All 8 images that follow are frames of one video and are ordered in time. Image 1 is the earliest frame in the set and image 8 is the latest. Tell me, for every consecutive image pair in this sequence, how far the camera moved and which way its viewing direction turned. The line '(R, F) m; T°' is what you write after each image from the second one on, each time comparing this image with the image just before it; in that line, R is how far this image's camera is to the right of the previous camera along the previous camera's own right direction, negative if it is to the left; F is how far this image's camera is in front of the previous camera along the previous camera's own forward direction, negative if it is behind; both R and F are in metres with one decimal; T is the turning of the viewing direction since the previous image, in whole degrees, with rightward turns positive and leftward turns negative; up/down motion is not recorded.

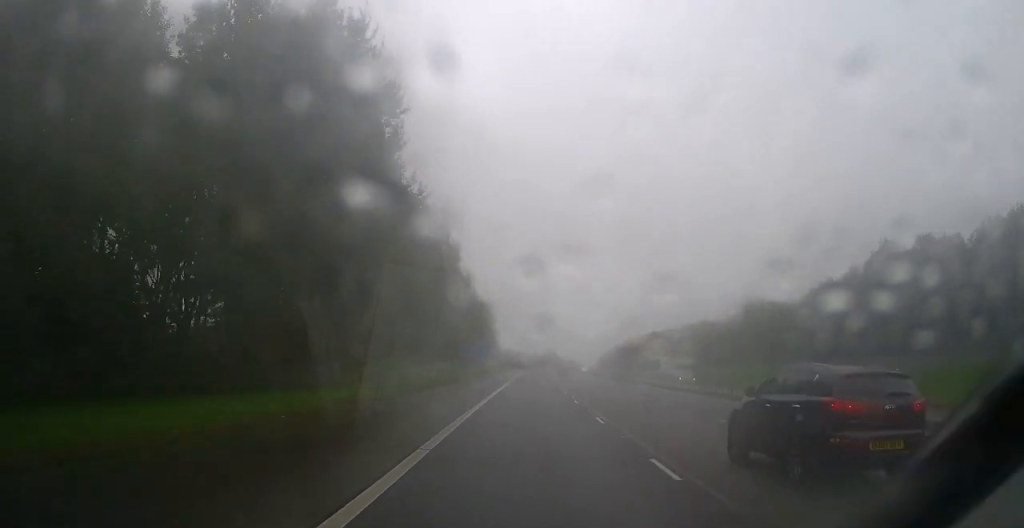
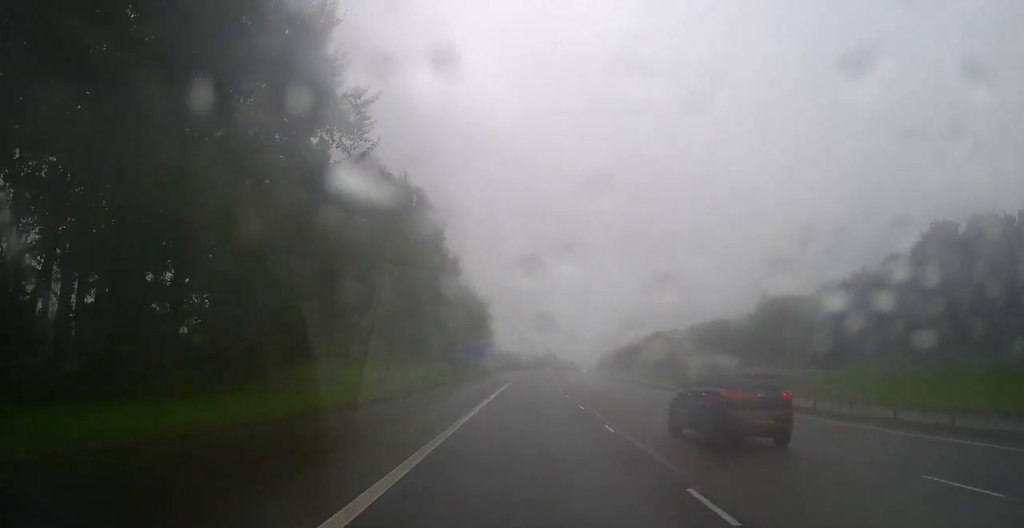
(0.0, +11.5) m; 0°
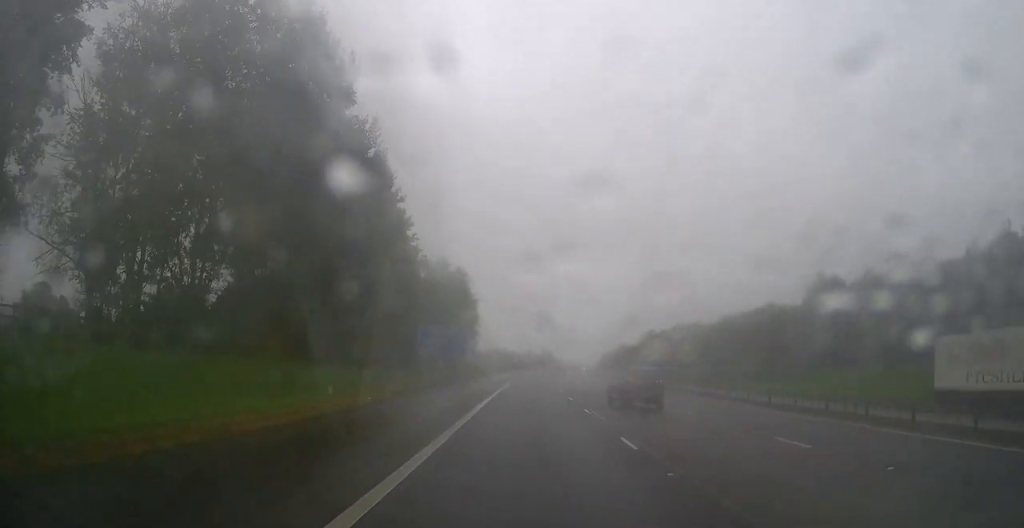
(0.0, +30.1) m; 0°
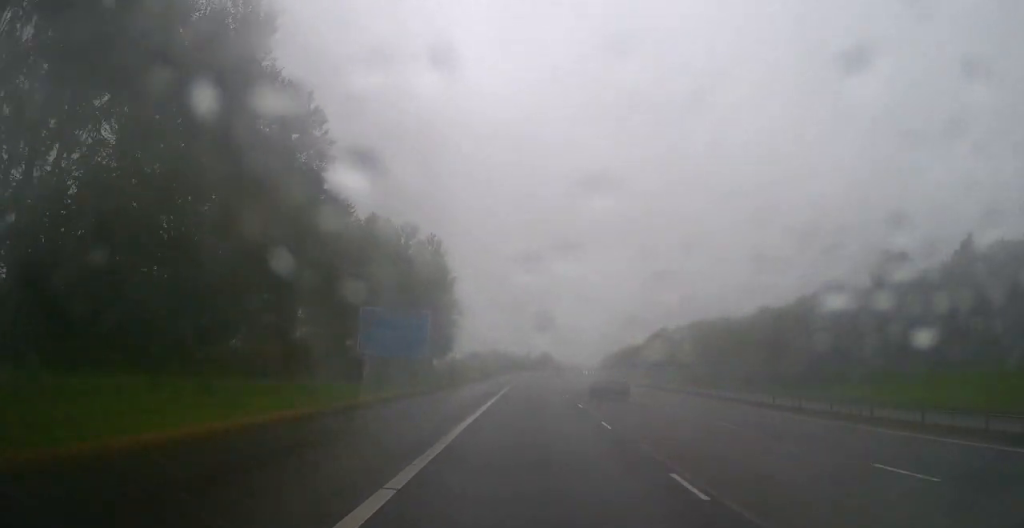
(0.0, +22.6) m; 0°
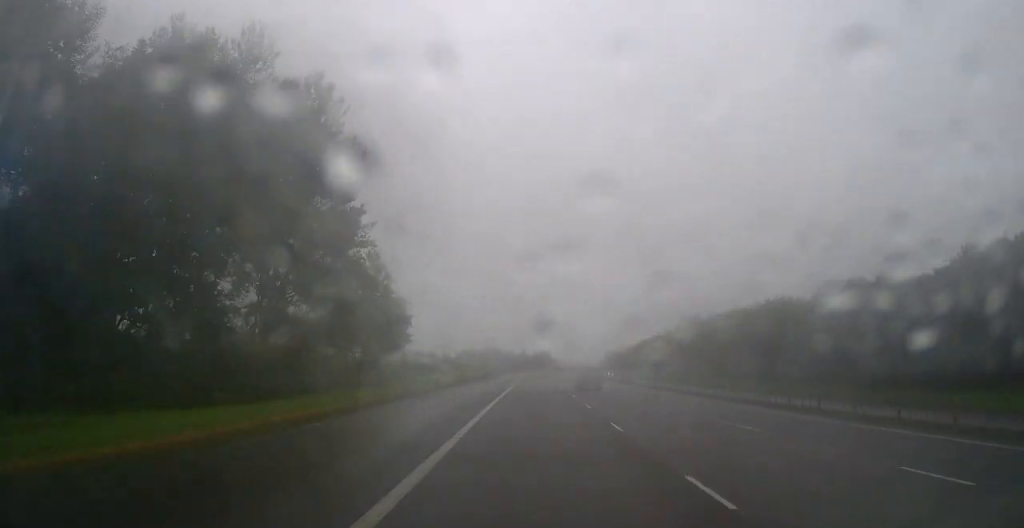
(0.0, +36.4) m; 0°
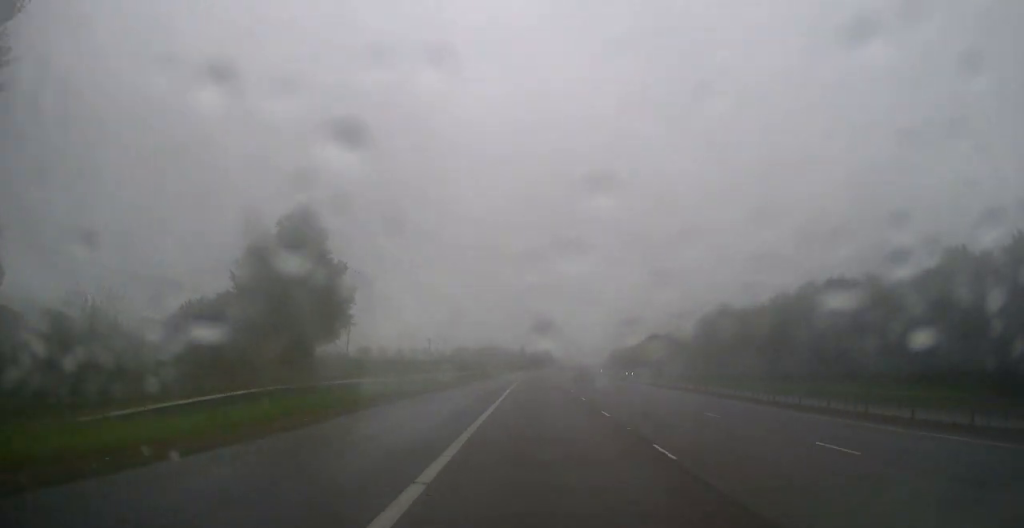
(+0.2, +23.0) m; +1°
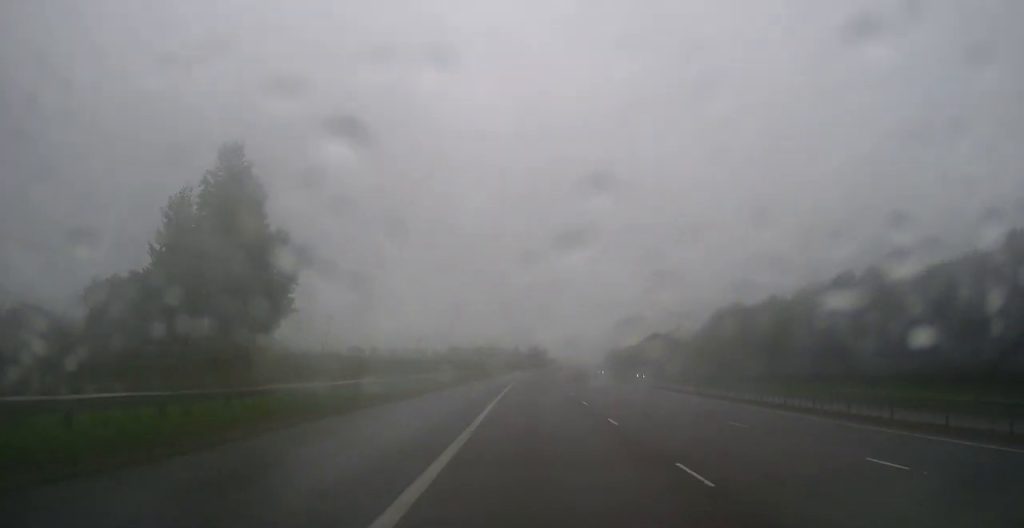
(0.0, +11.6) m; 0°
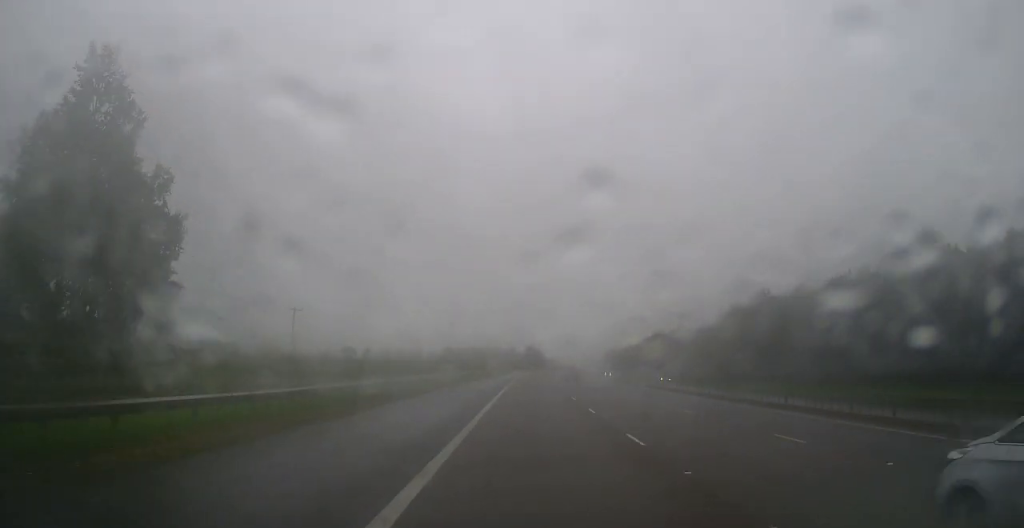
(0.0, +13.3) m; 0°
